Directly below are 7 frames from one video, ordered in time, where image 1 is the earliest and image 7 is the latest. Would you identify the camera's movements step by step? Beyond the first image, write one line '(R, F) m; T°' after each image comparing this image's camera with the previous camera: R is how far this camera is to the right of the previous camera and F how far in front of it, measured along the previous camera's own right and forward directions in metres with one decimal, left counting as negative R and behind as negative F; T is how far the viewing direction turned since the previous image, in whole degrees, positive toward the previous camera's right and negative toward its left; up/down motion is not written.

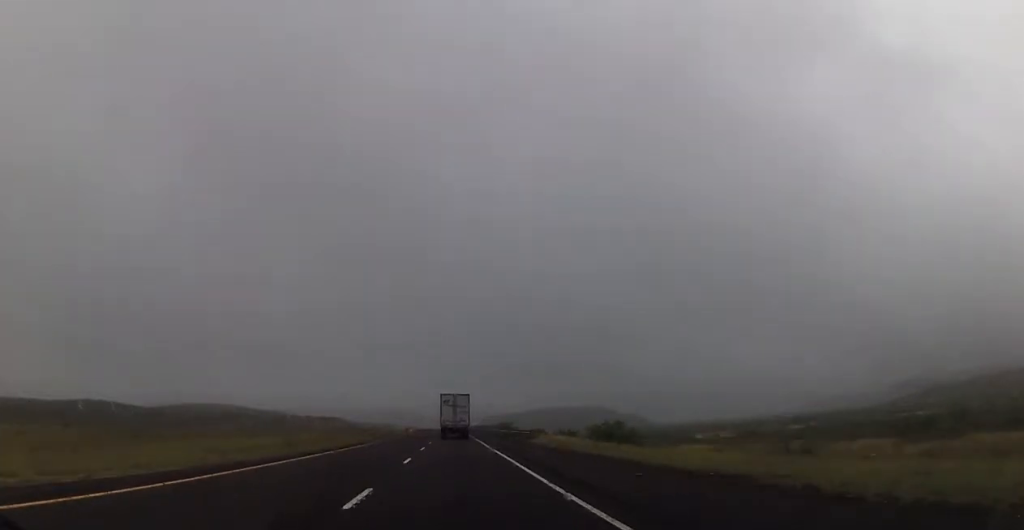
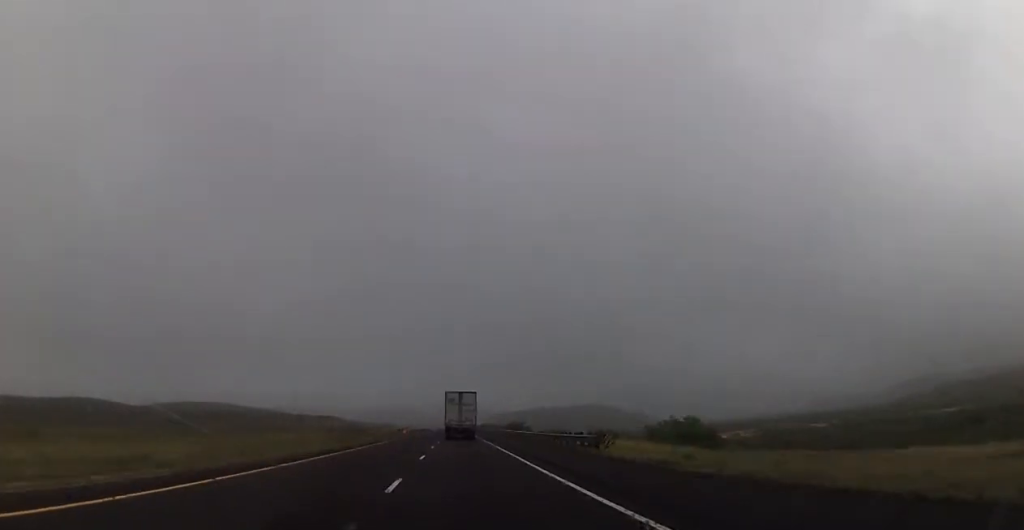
(-0.1, +21.6) m; 0°
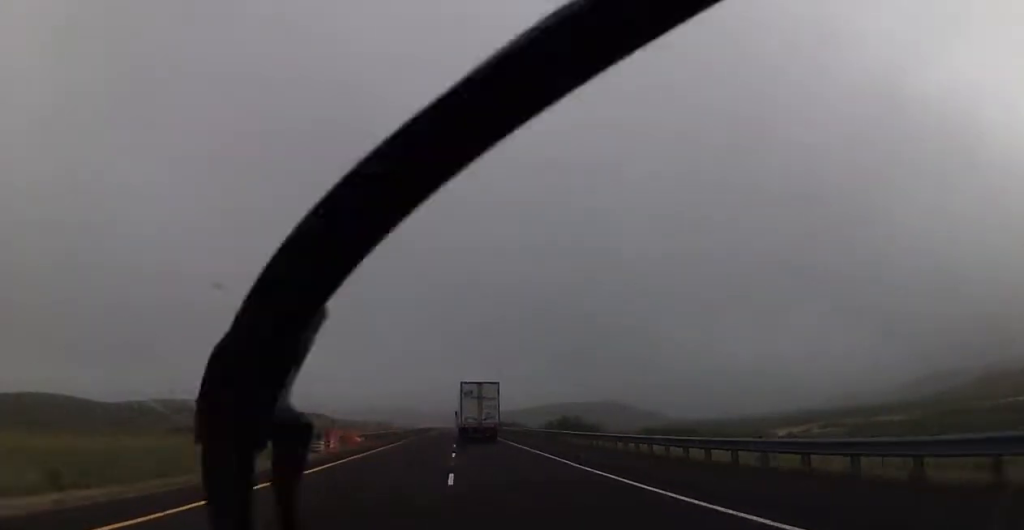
(-0.1, +59.1) m; 0°
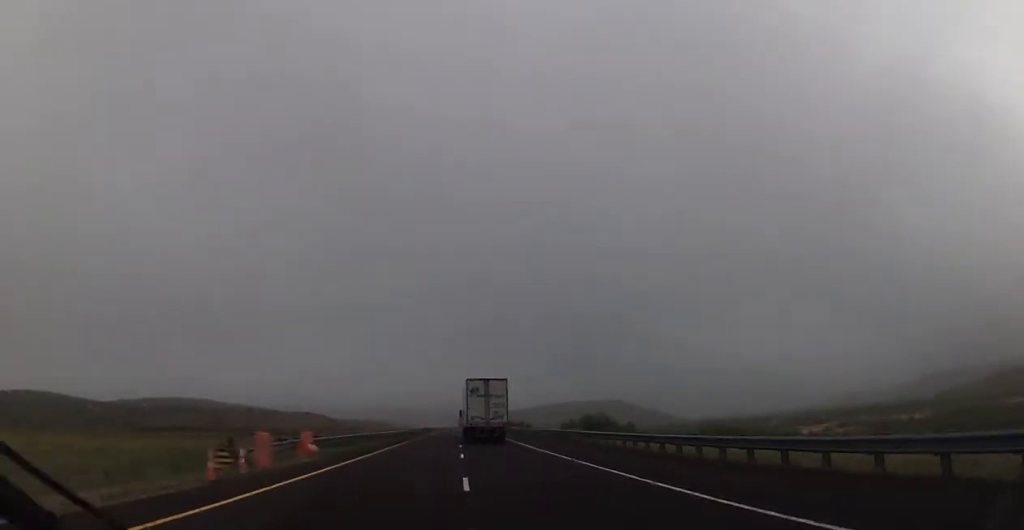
(0.0, +13.7) m; 0°
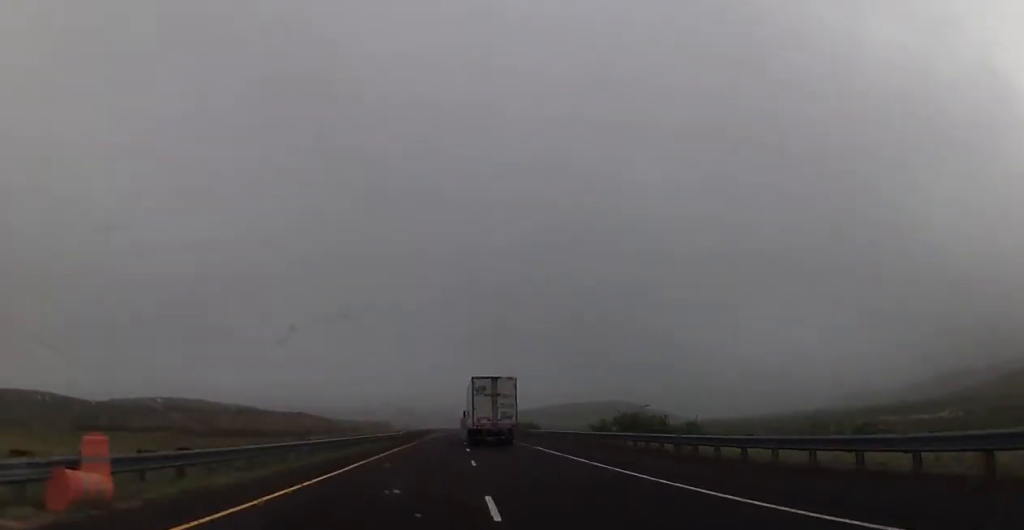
(0.0, +16.0) m; 0°
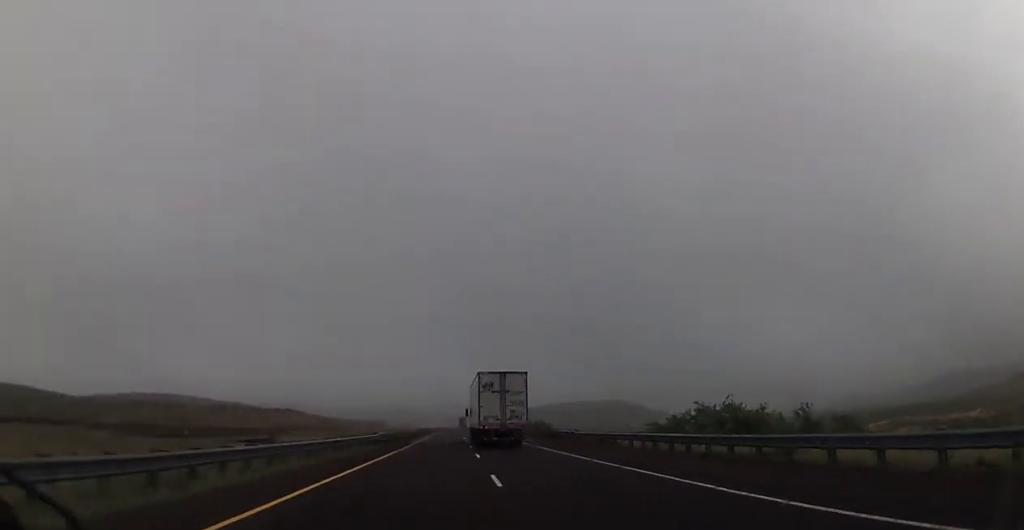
(0.0, +19.5) m; 0°
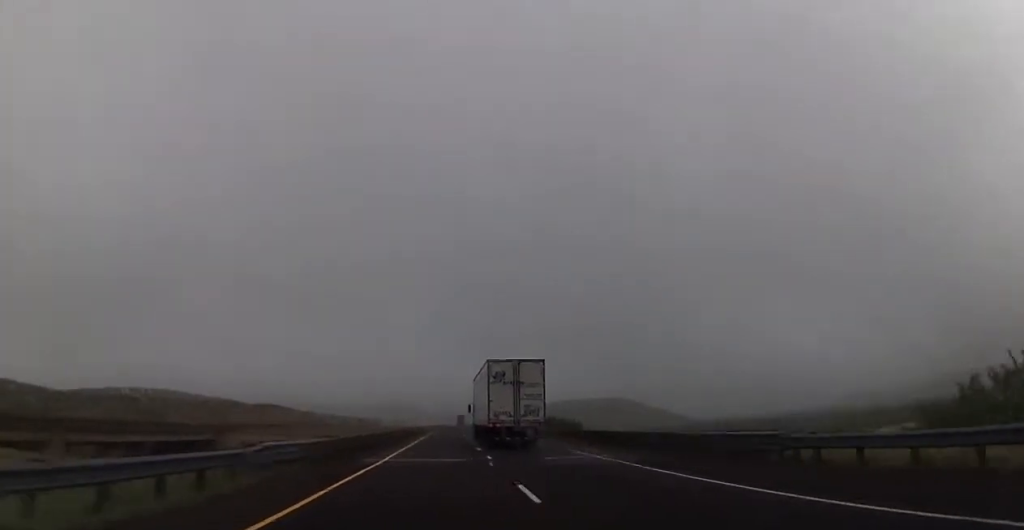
(0.0, +27.5) m; 0°
